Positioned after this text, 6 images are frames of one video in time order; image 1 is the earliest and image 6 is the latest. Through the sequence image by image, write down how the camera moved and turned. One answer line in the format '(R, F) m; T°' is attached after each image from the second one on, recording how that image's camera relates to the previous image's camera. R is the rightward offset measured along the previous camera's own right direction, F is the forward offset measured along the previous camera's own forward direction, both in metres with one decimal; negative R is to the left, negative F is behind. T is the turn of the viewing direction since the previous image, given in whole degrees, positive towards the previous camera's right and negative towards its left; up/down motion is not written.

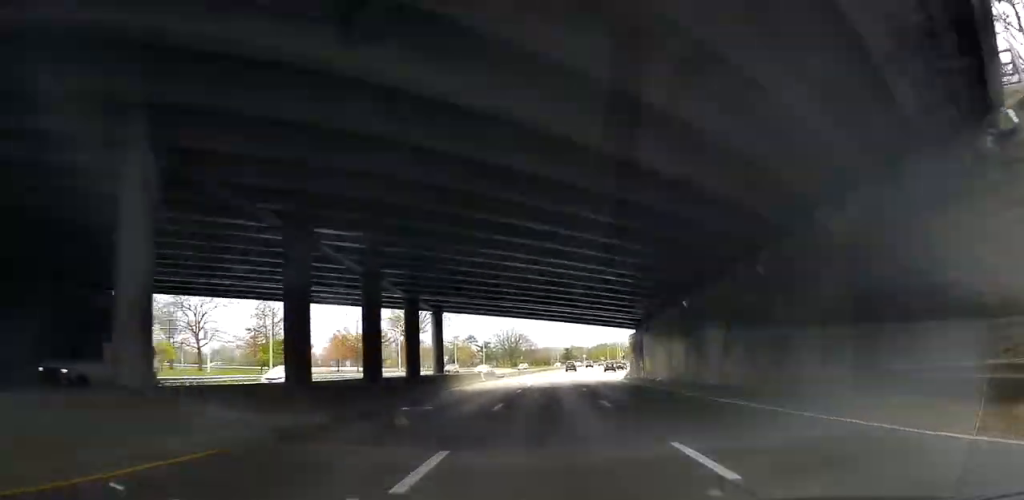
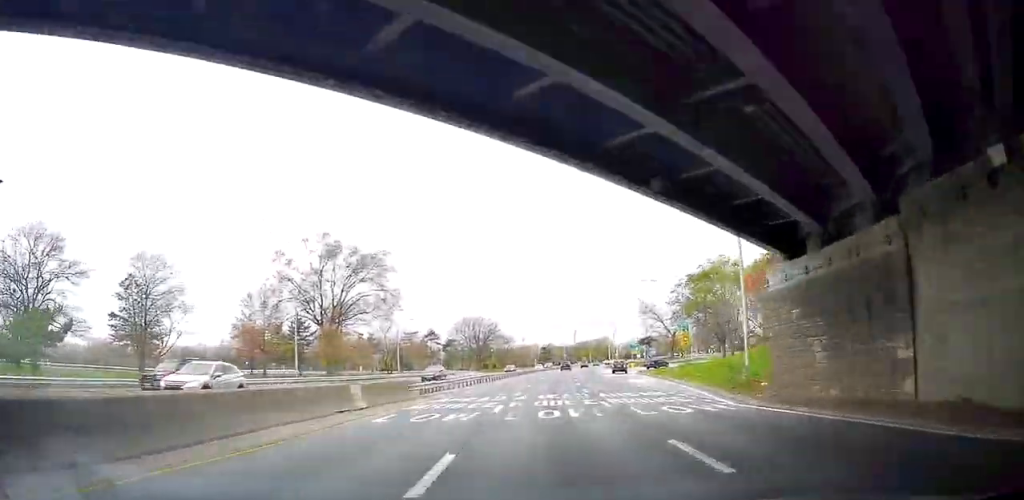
(+0.4, +34.1) m; 0°
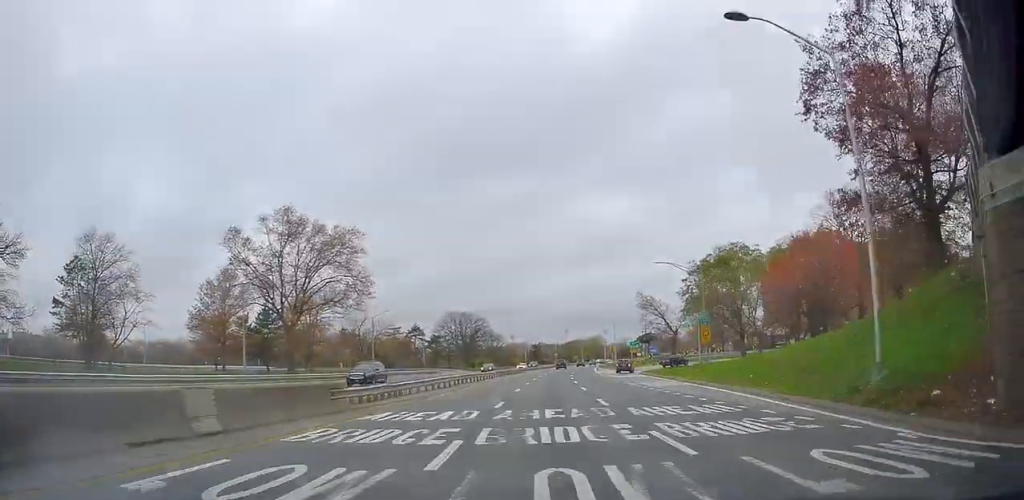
(-0.2, +10.0) m; 0°
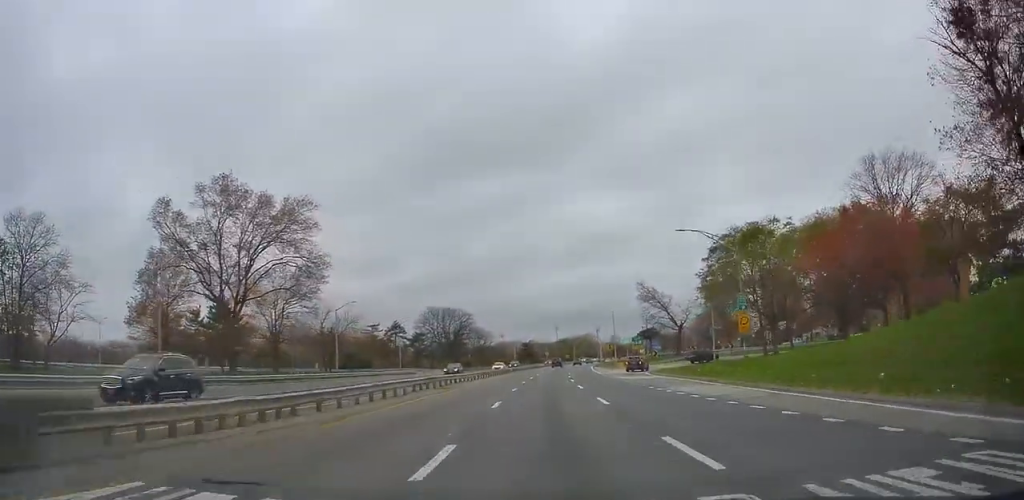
(-0.1, +12.1) m; 0°
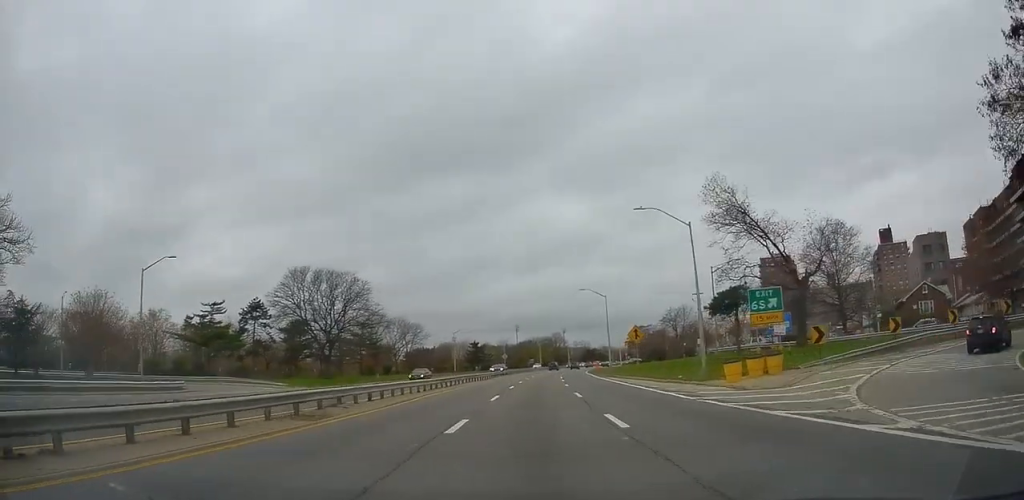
(+3.5, +62.6) m; +7°
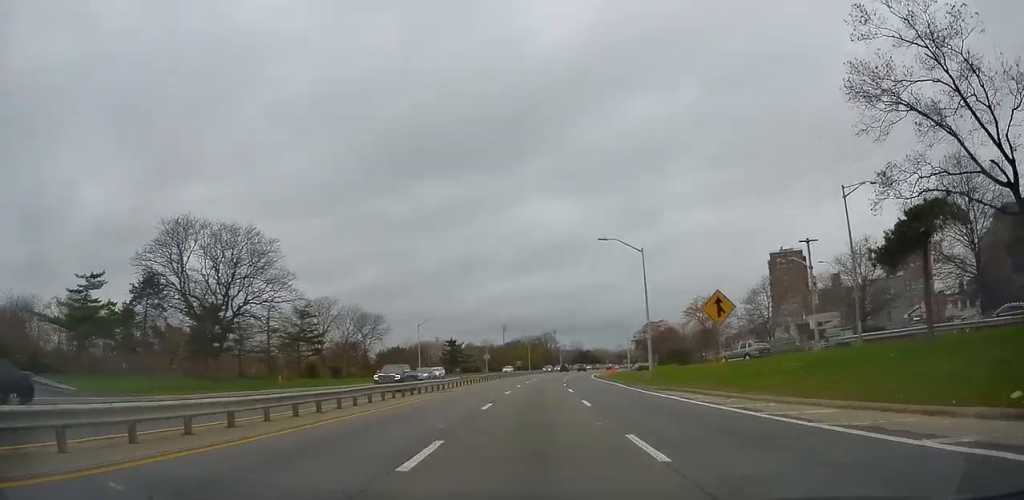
(+0.6, +26.1) m; +1°
